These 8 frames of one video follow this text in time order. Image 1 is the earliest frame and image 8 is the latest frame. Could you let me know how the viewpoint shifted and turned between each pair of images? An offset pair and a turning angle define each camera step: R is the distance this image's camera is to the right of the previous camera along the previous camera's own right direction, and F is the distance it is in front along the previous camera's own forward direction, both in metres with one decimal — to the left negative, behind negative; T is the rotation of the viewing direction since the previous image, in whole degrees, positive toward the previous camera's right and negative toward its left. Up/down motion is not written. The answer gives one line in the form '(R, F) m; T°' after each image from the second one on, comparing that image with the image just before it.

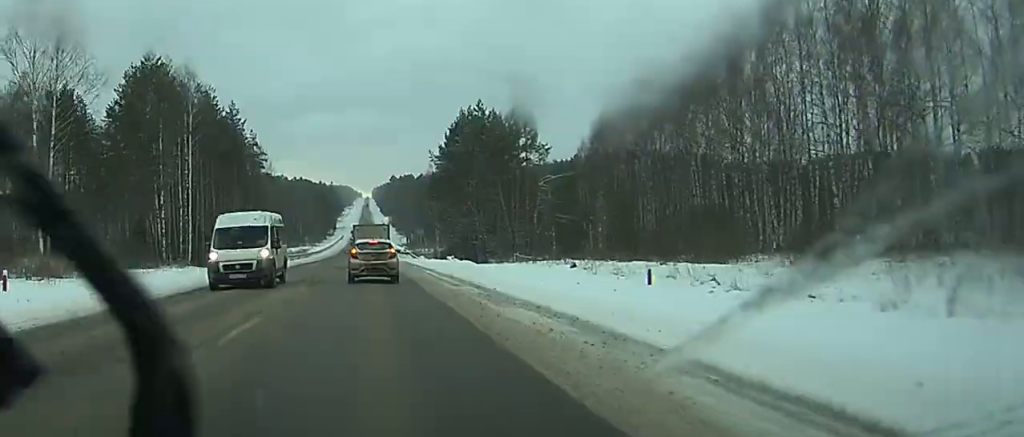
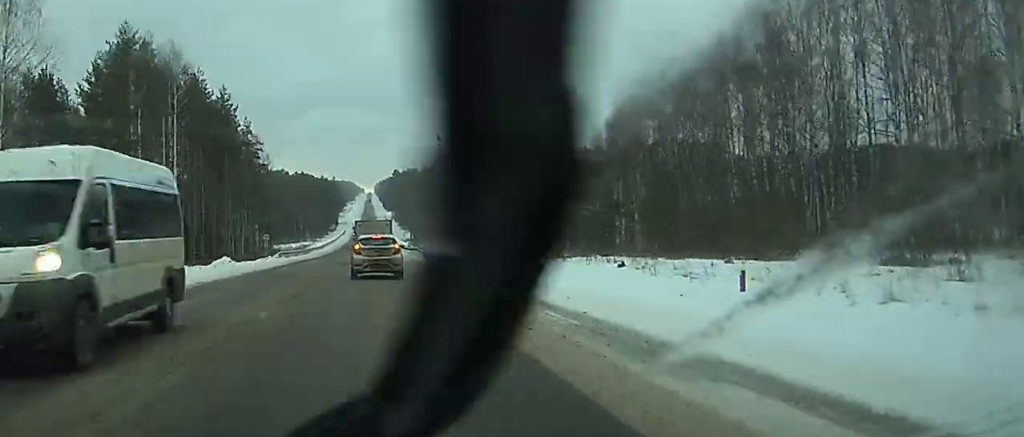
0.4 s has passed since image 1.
(0.0, +9.5) m; 0°
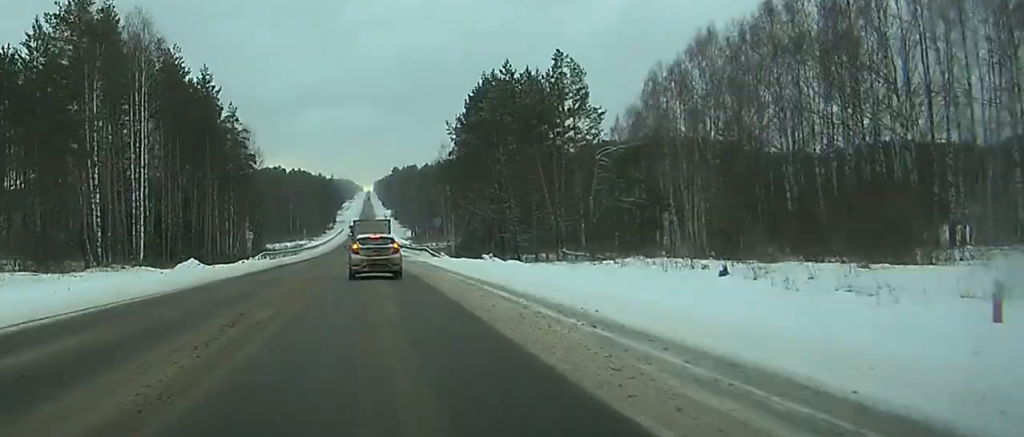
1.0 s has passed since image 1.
(0.0, +13.0) m; 0°
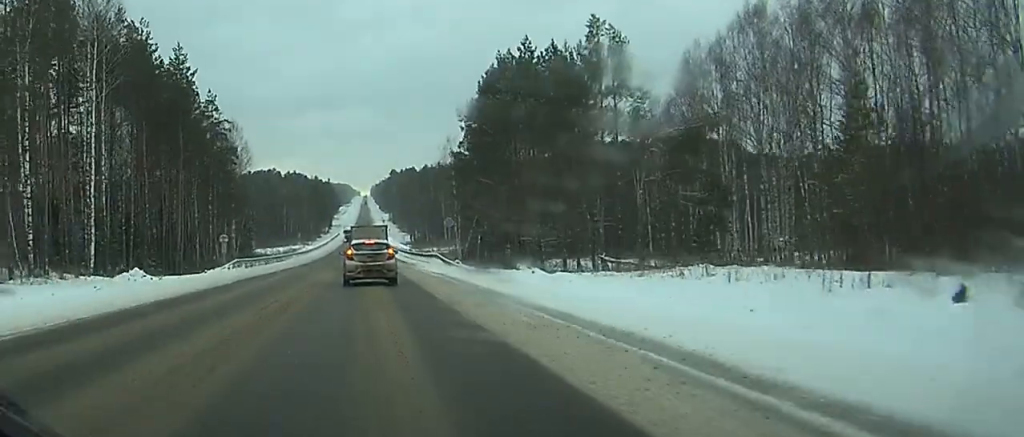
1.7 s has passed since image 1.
(-0.1, +13.6) m; -1°
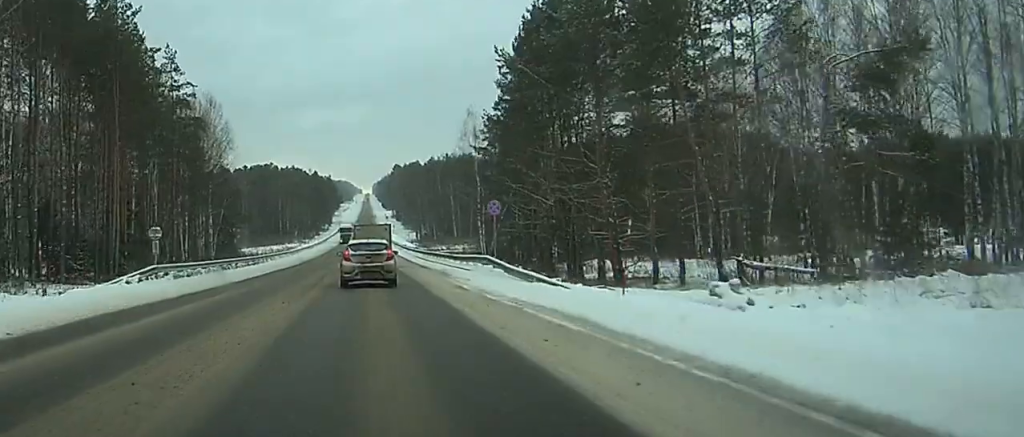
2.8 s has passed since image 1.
(-0.1, +23.3) m; 0°
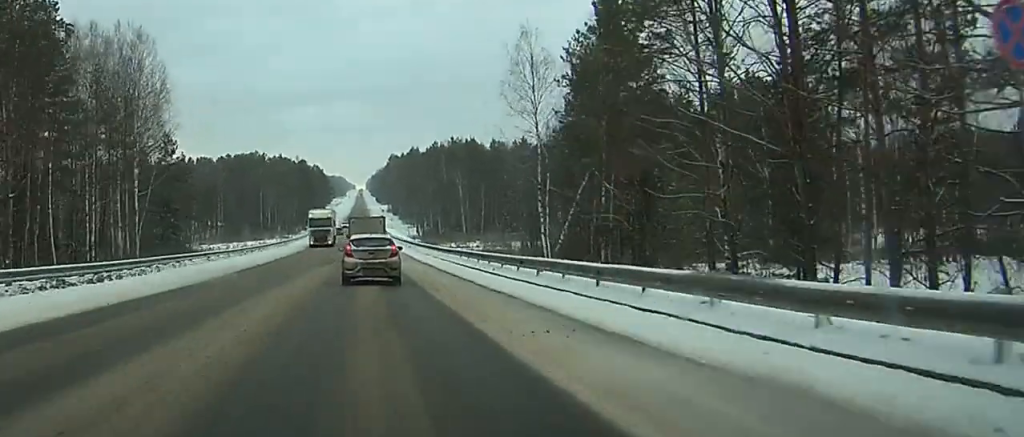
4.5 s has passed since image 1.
(+0.1, +36.9) m; 0°
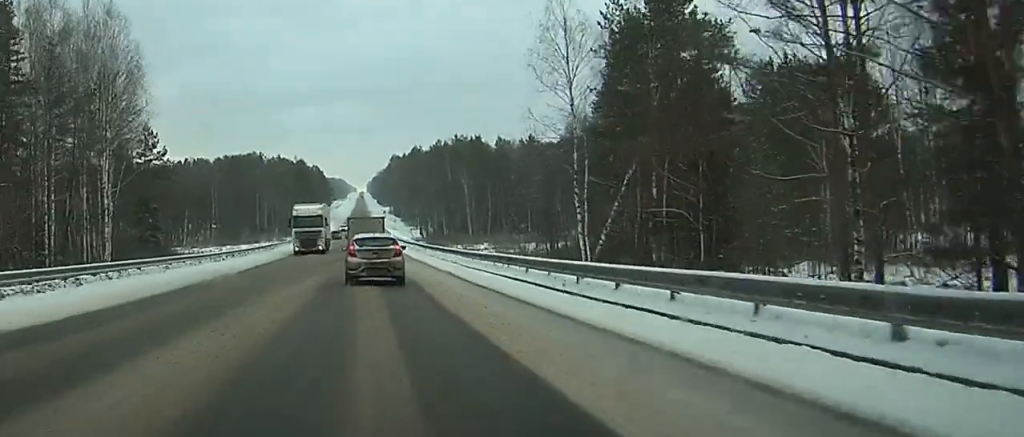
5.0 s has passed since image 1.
(0.0, +10.4) m; 0°
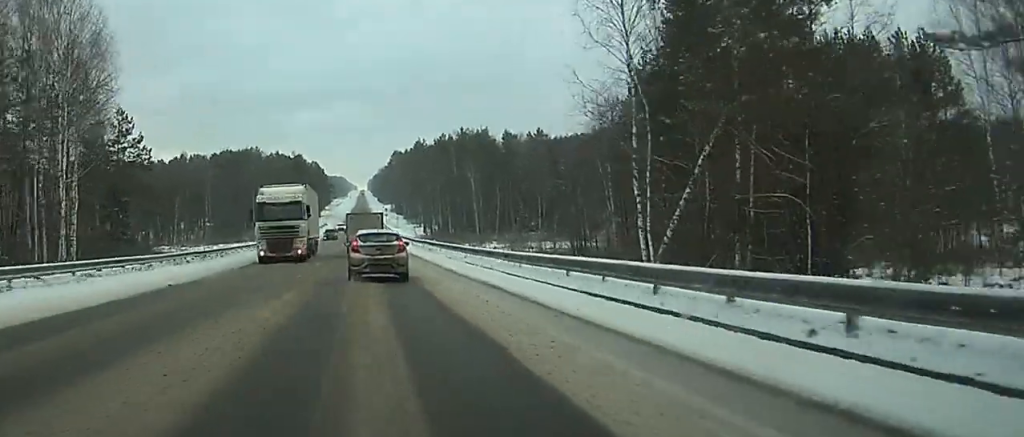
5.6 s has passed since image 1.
(0.0, +11.1) m; 0°
